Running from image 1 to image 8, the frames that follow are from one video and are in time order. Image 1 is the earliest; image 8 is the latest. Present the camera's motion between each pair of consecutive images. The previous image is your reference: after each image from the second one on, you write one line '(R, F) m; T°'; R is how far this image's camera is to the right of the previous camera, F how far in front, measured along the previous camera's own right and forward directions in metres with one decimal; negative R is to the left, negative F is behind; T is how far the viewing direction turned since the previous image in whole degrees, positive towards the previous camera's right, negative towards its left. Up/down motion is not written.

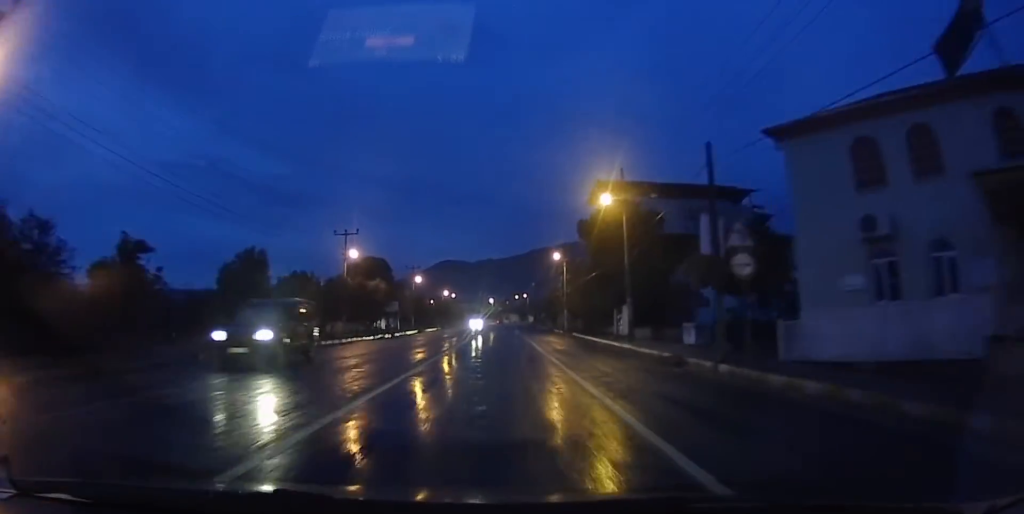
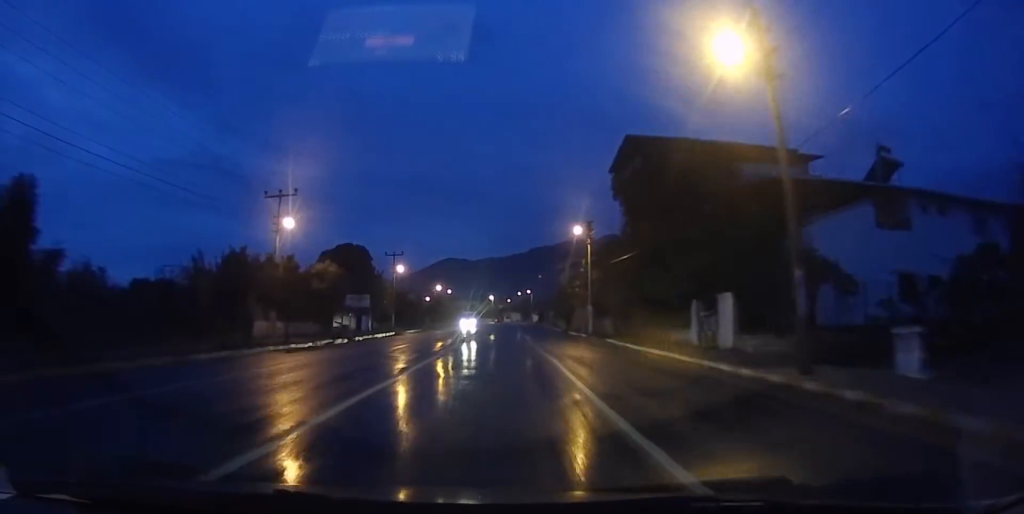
(0.0, +15.0) m; -1°
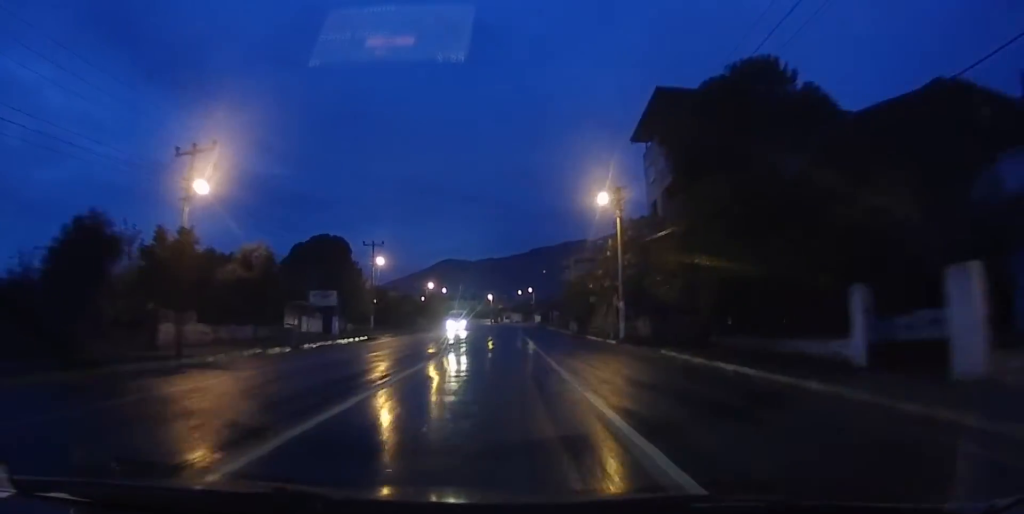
(-0.3, +10.6) m; 0°
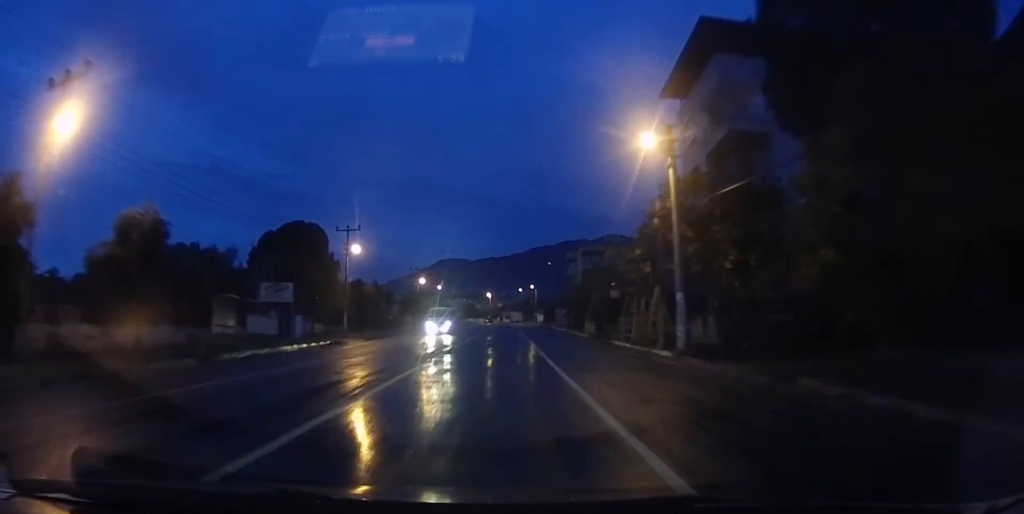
(-0.1, +9.4) m; +1°
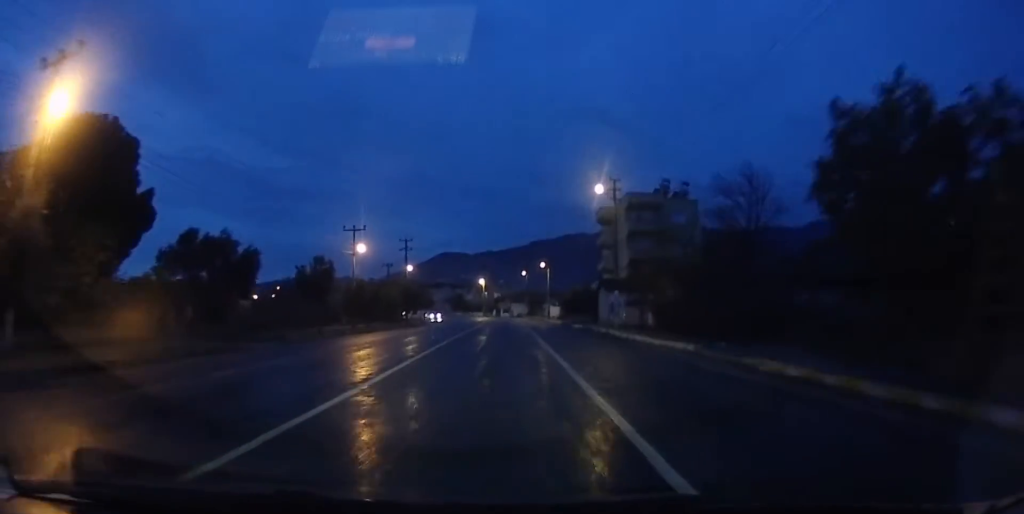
(+1.2, +34.8) m; +2°
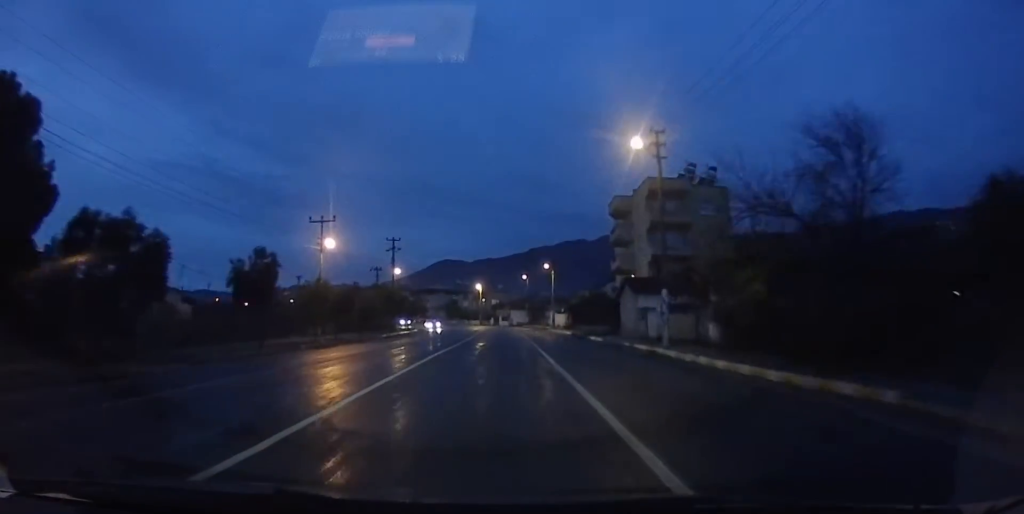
(0.0, +8.7) m; 0°
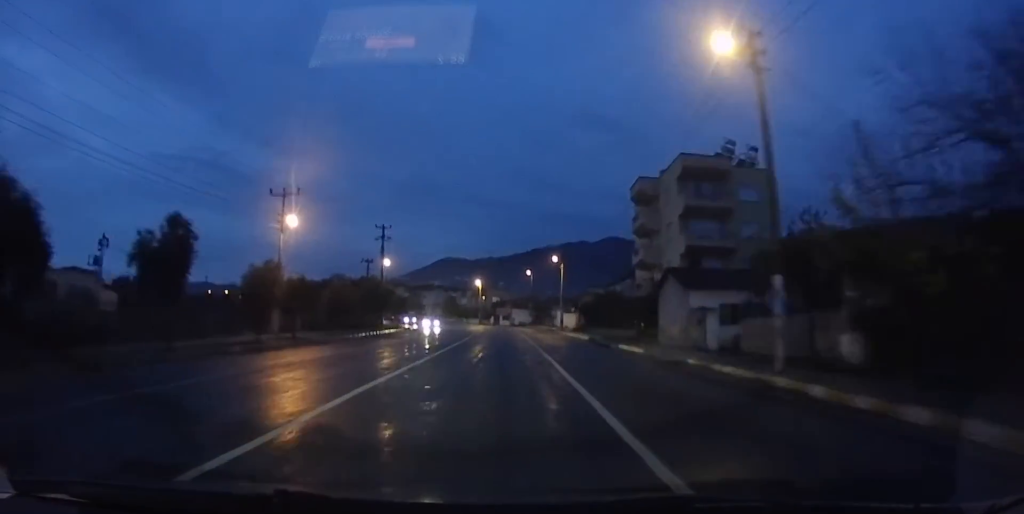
(0.0, +8.1) m; 0°
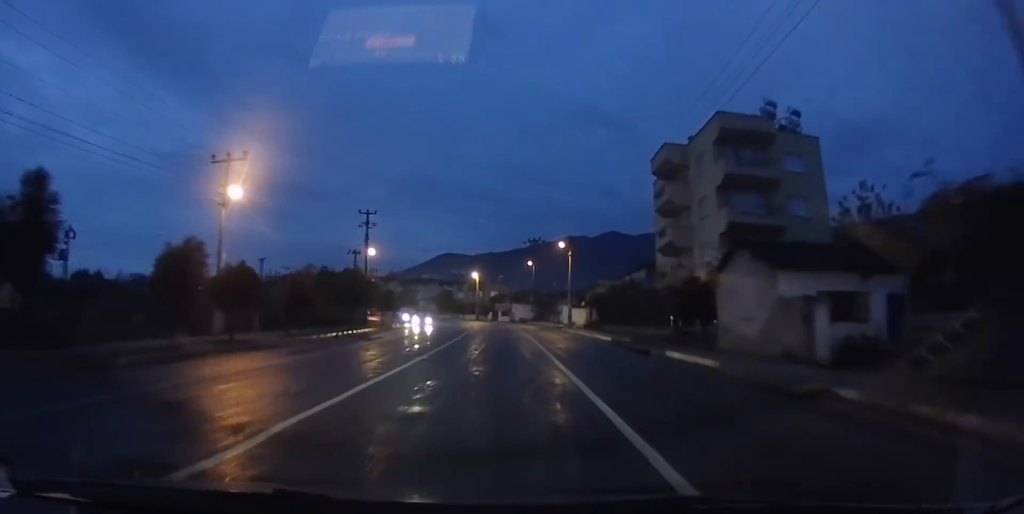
(0.0, +7.5) m; 0°
